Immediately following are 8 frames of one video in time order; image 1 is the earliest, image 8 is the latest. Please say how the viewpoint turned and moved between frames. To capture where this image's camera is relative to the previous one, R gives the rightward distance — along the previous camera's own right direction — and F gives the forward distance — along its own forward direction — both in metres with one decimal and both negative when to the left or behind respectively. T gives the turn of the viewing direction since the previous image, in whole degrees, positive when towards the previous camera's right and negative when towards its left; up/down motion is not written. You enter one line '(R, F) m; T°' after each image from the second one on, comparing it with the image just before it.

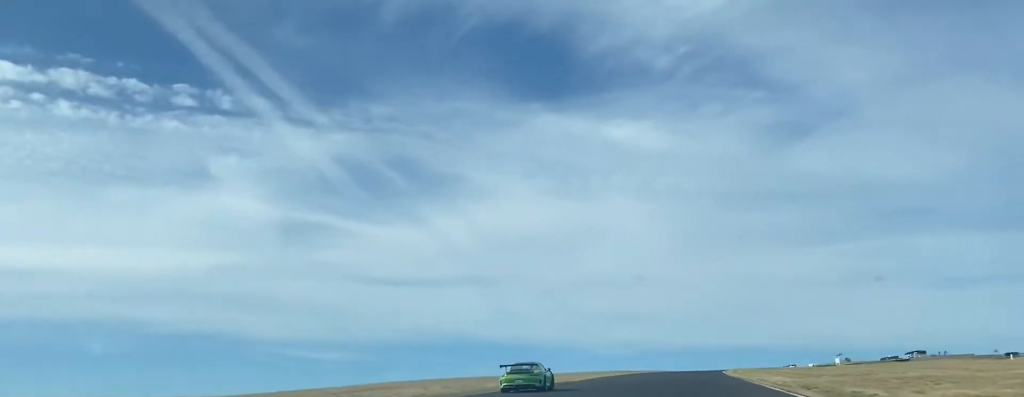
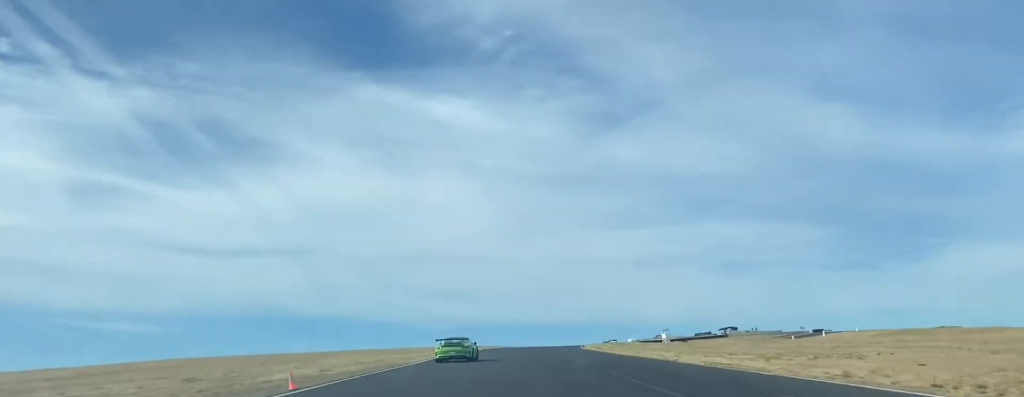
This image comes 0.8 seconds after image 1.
(+2.9, +22.5) m; +10°
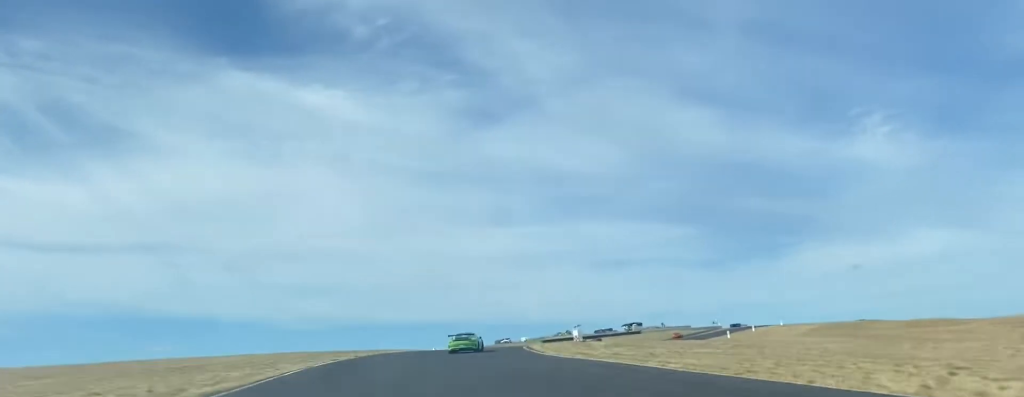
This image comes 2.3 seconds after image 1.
(+3.3, +43.4) m; +7°
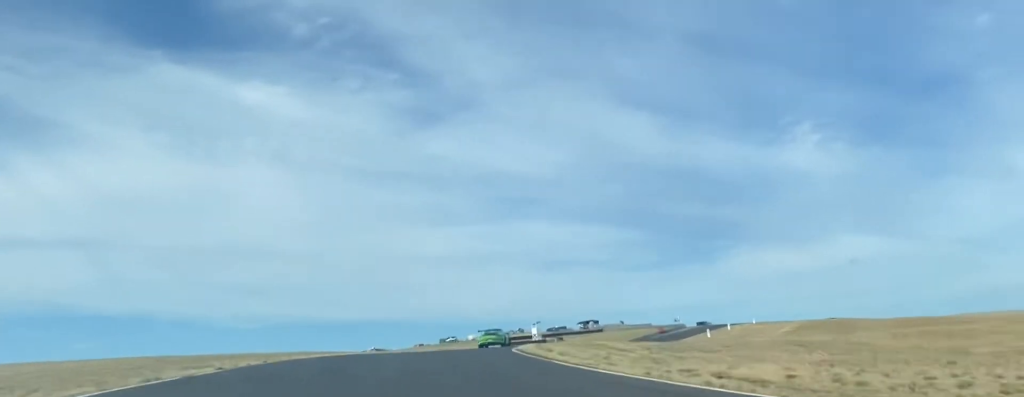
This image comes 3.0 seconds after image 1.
(+0.6, +25.6) m; +3°
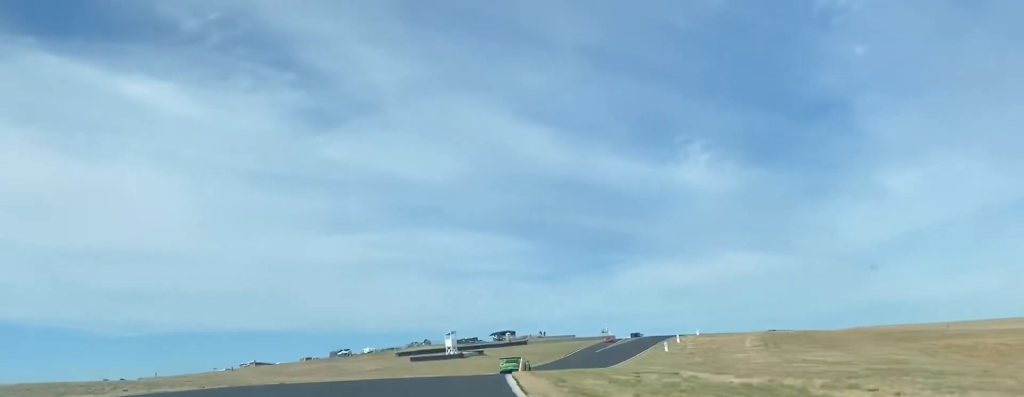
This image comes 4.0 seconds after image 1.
(+1.0, +34.7) m; +5°
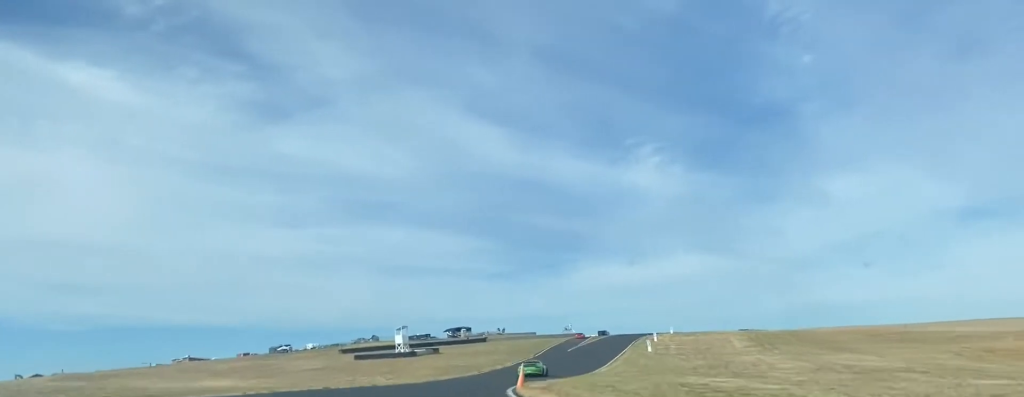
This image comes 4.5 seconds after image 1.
(-0.3, +19.1) m; +4°
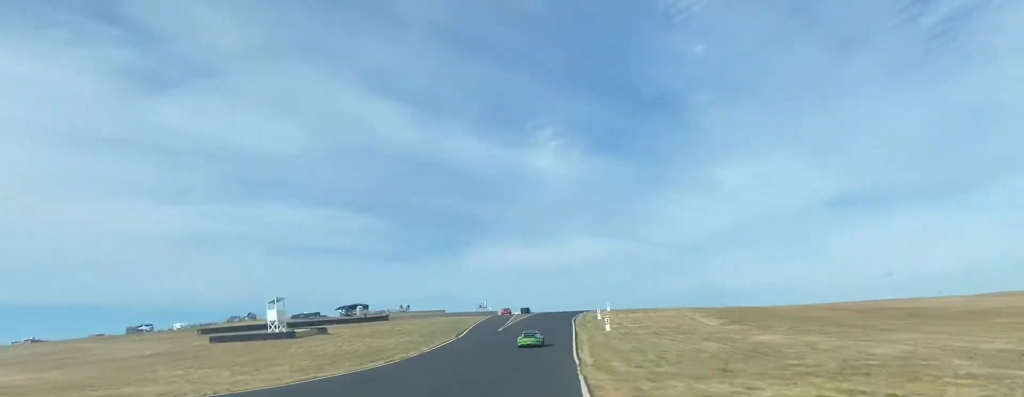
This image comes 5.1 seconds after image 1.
(+1.9, +28.5) m; +7°
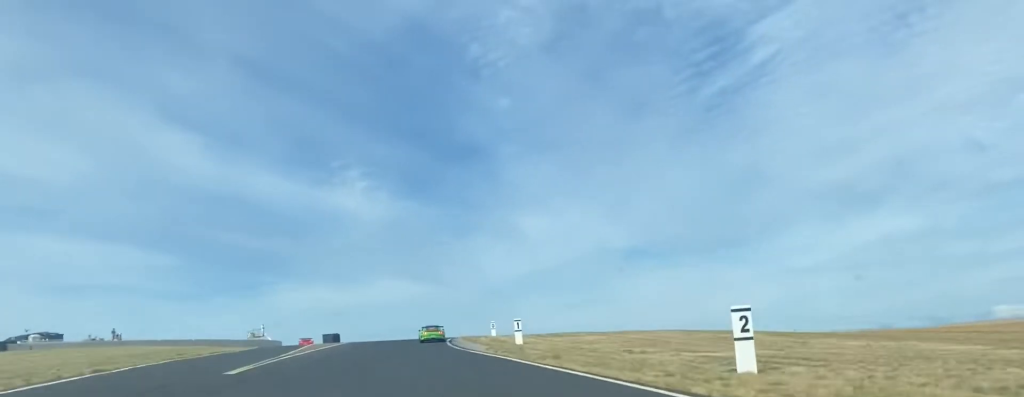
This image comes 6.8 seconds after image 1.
(+10.1, +70.7) m; +14°
